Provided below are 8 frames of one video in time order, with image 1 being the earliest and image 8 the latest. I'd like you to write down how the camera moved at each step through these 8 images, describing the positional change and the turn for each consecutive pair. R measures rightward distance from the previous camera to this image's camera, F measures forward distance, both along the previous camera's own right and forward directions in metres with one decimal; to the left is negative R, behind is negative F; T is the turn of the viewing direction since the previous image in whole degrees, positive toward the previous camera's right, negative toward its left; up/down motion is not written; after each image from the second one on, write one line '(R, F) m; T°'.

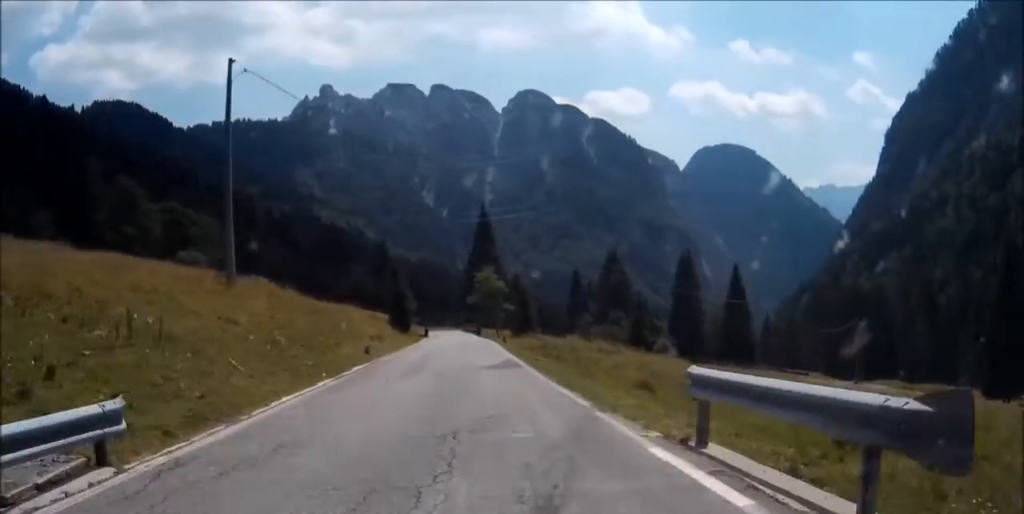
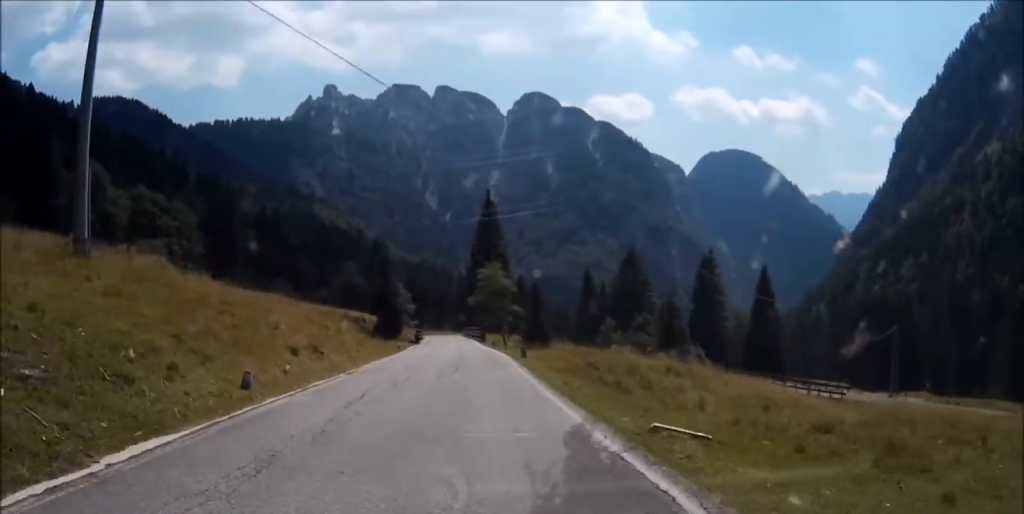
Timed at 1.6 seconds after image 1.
(+0.1, +15.8) m; -1°
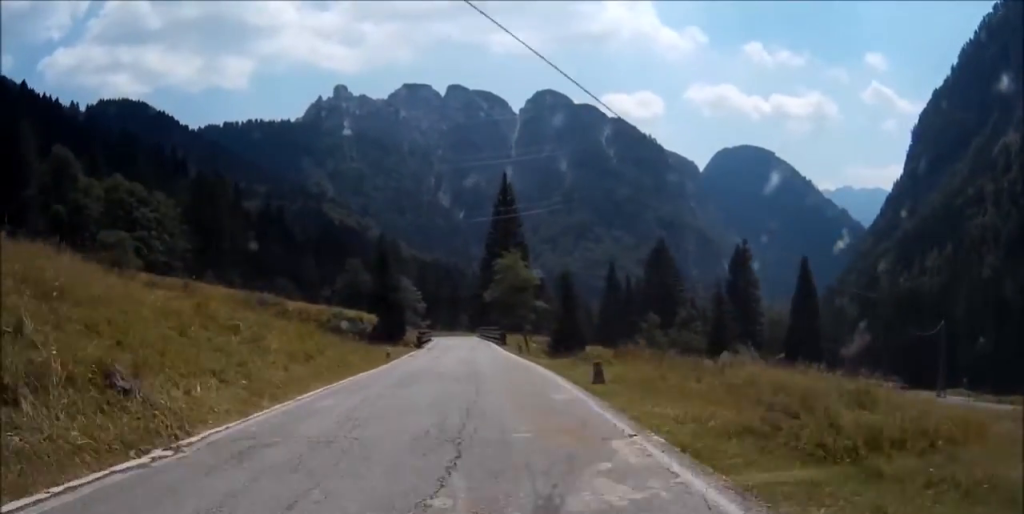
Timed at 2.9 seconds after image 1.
(-0.2, +14.0) m; -1°
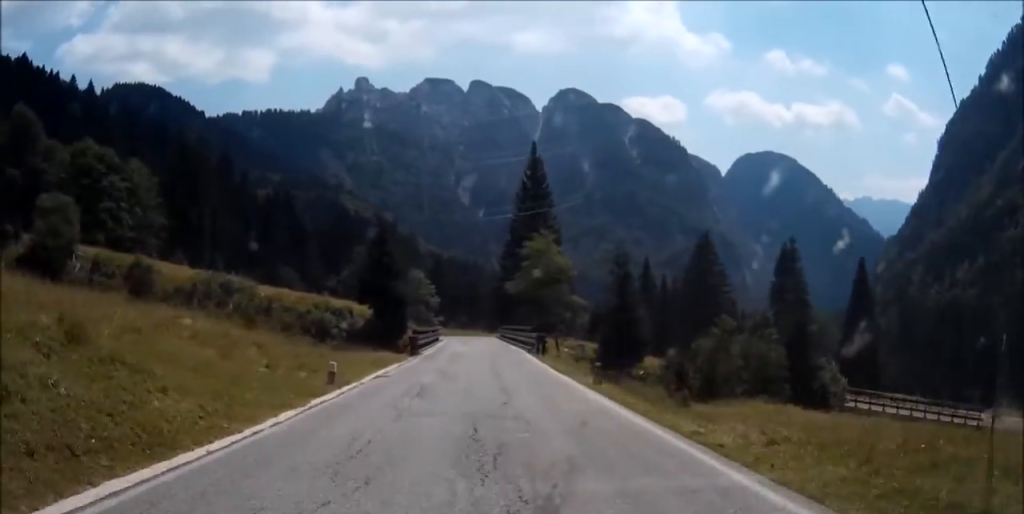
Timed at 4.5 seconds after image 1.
(-0.2, +17.0) m; 0°
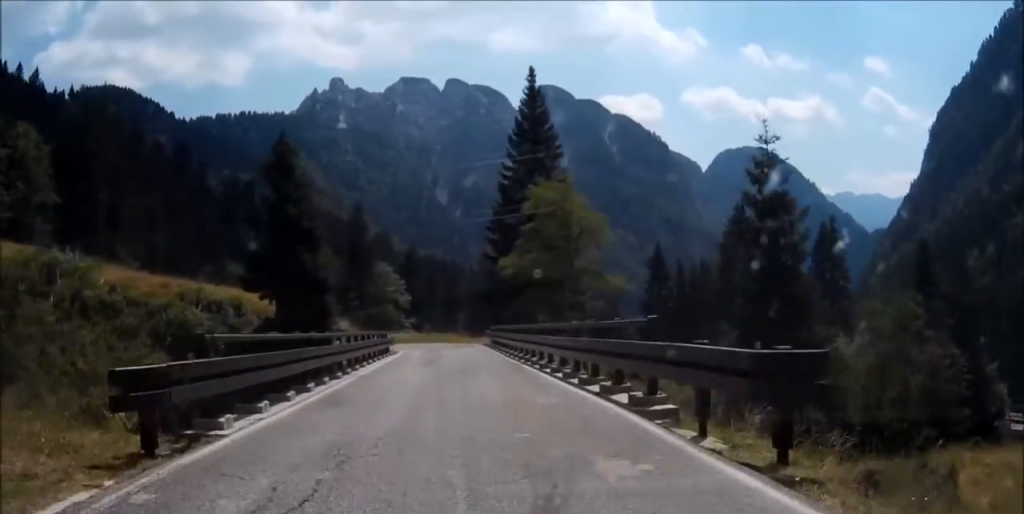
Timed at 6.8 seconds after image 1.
(+0.2, +26.4) m; 0°
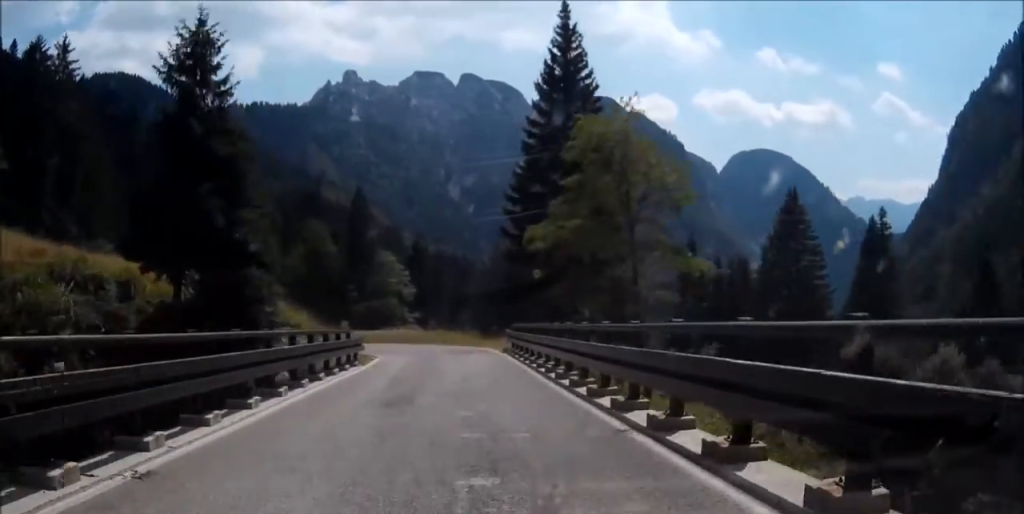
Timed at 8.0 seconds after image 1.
(-0.1, +13.2) m; -2°
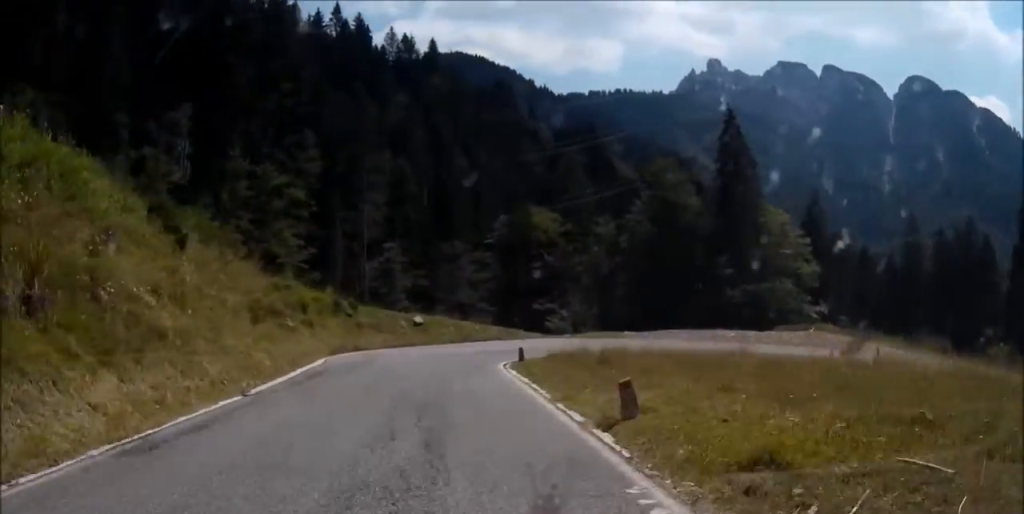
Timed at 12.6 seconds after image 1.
(-8.6, +42.9) m; -24°
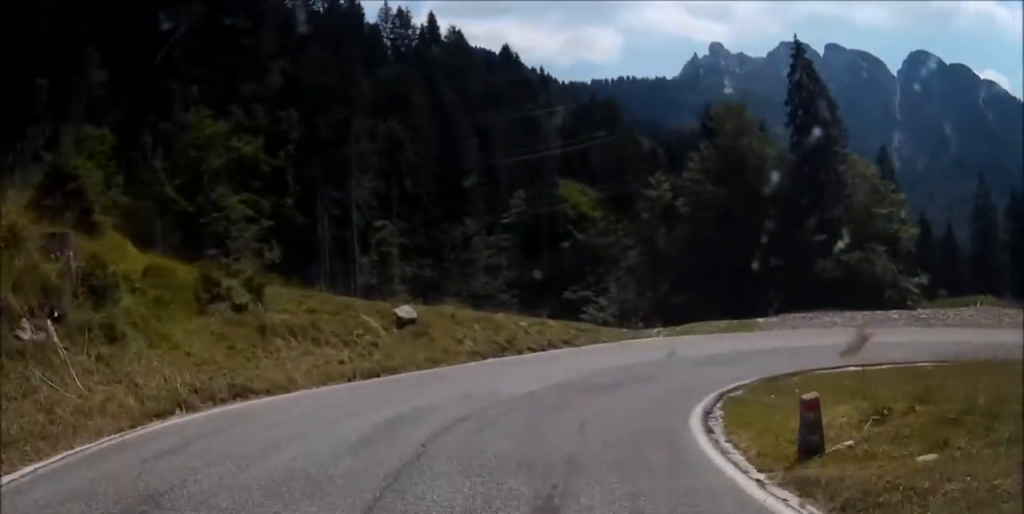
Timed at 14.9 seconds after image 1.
(-0.1, +16.4) m; +9°
